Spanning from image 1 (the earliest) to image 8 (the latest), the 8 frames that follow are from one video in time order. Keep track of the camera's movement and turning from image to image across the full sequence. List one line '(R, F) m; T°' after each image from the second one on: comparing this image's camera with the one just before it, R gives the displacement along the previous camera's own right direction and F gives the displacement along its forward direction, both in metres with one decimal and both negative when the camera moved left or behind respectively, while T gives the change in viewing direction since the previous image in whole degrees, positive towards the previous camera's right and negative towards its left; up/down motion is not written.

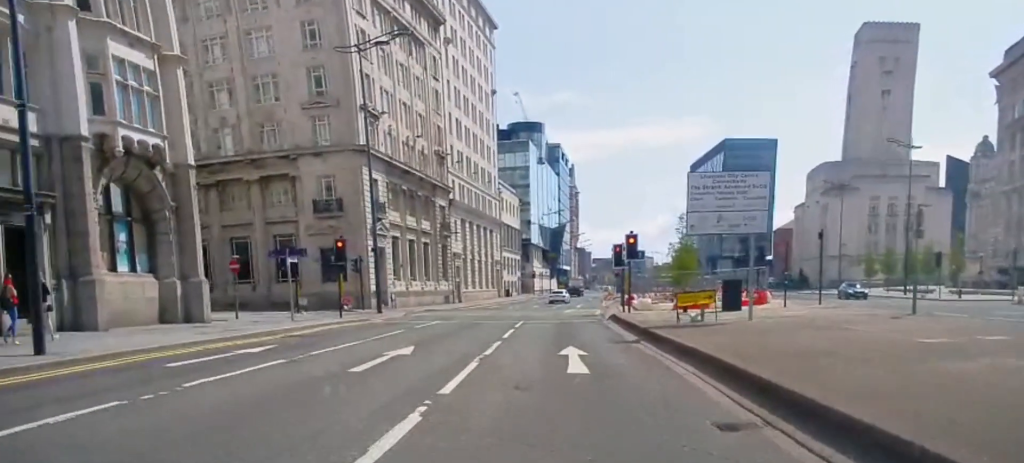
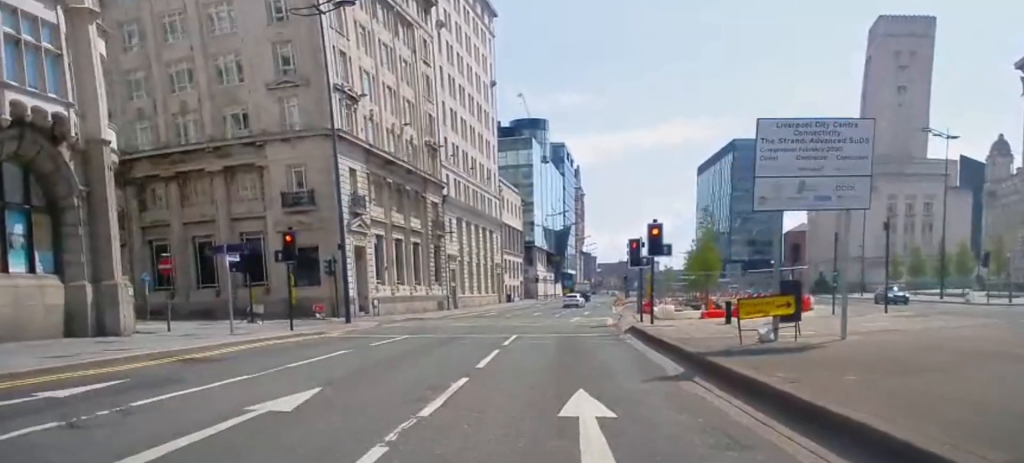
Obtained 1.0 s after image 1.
(-0.3, +7.6) m; -2°
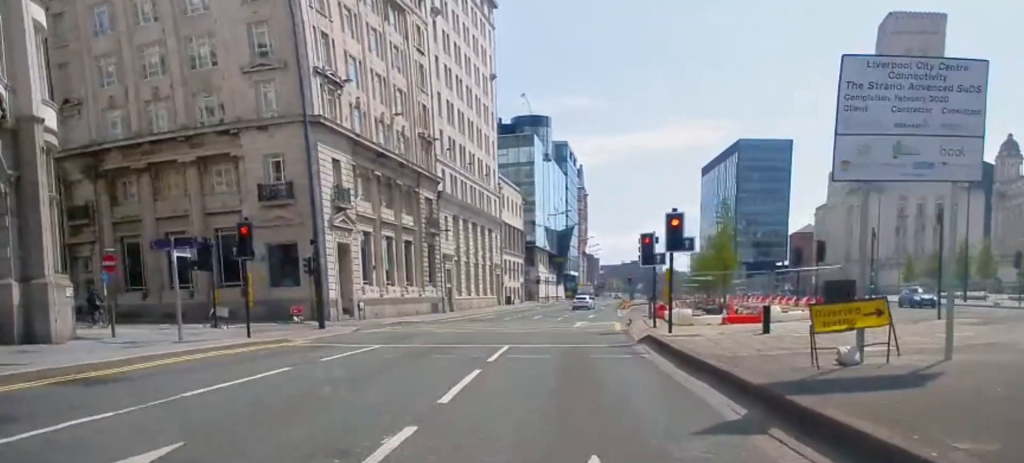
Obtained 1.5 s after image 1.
(0.0, +4.0) m; 0°
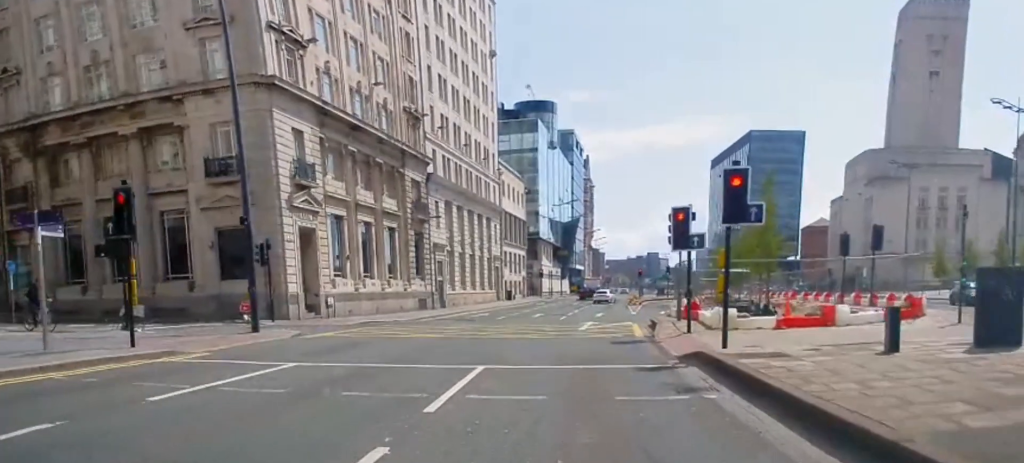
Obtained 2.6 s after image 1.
(-0.1, +7.2) m; -1°
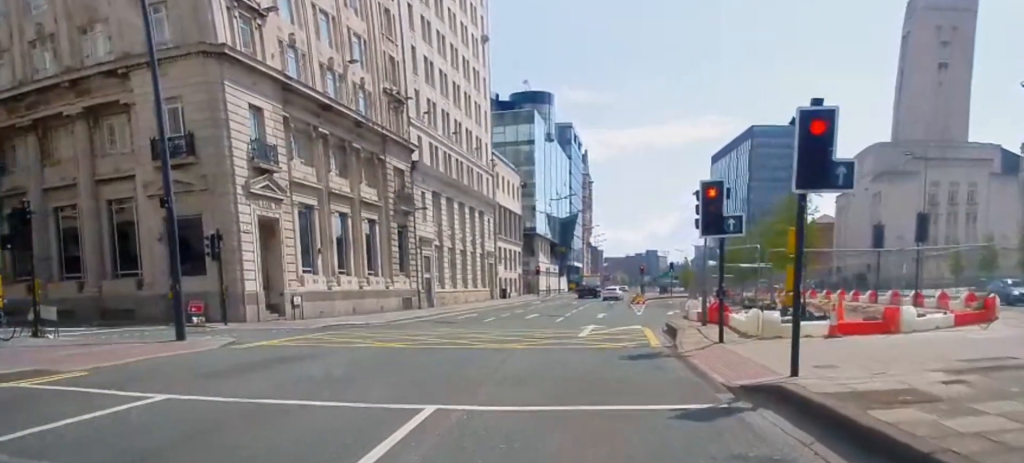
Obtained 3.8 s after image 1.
(+0.1, +5.5) m; +2°
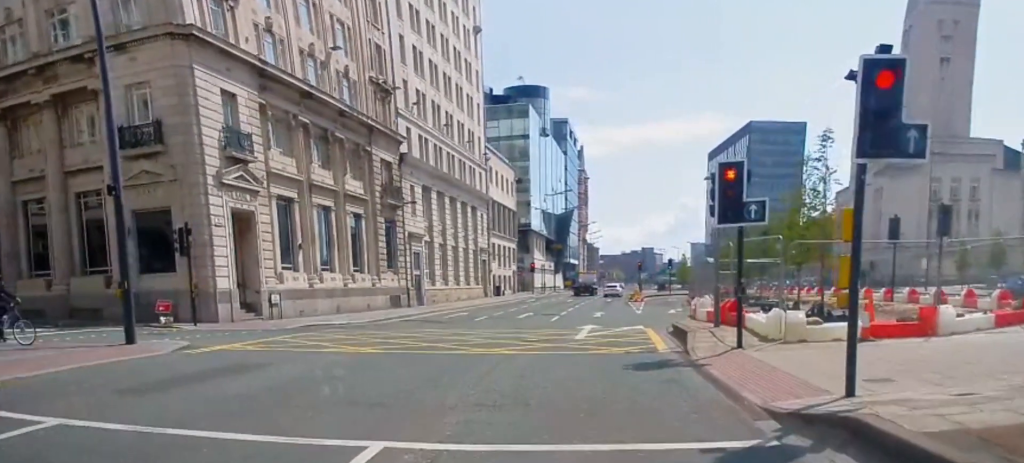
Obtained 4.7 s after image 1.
(+0.1, +3.0) m; 0°
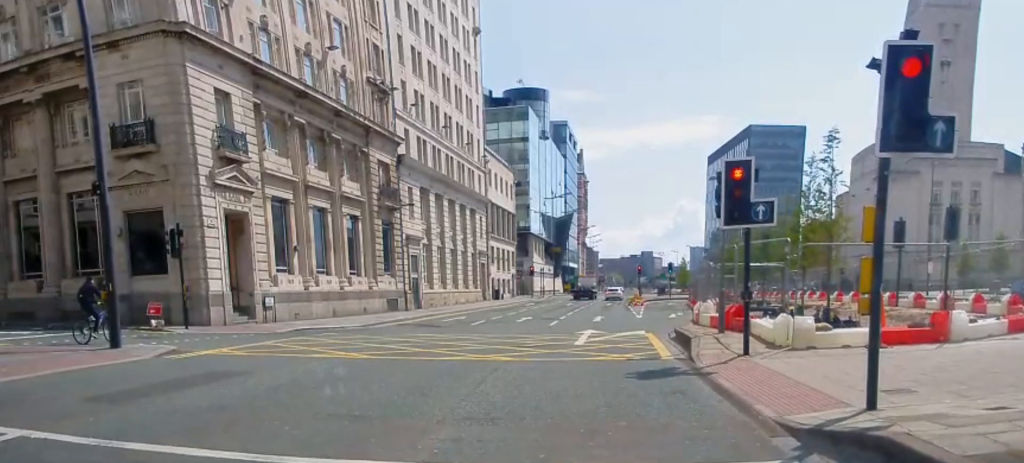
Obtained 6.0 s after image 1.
(-0.1, +1.3) m; 0°
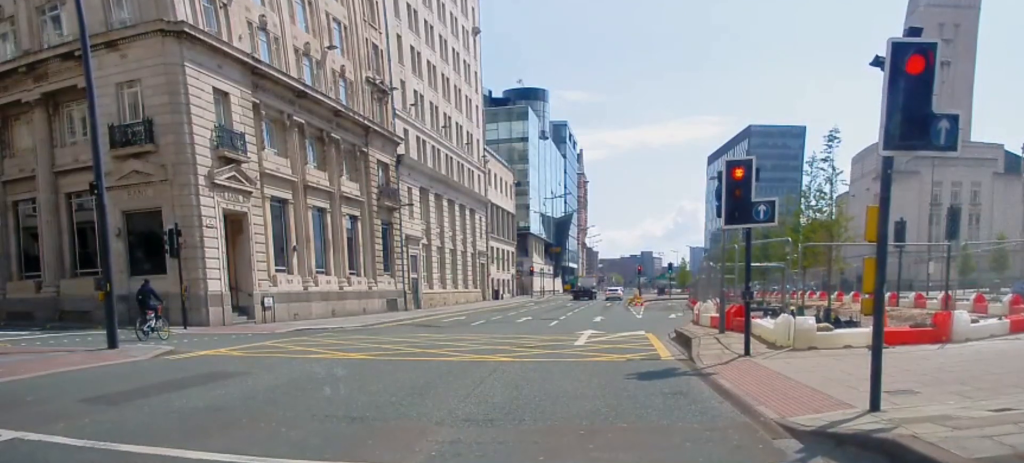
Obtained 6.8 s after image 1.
(+0.2, +0.9) m; 0°
